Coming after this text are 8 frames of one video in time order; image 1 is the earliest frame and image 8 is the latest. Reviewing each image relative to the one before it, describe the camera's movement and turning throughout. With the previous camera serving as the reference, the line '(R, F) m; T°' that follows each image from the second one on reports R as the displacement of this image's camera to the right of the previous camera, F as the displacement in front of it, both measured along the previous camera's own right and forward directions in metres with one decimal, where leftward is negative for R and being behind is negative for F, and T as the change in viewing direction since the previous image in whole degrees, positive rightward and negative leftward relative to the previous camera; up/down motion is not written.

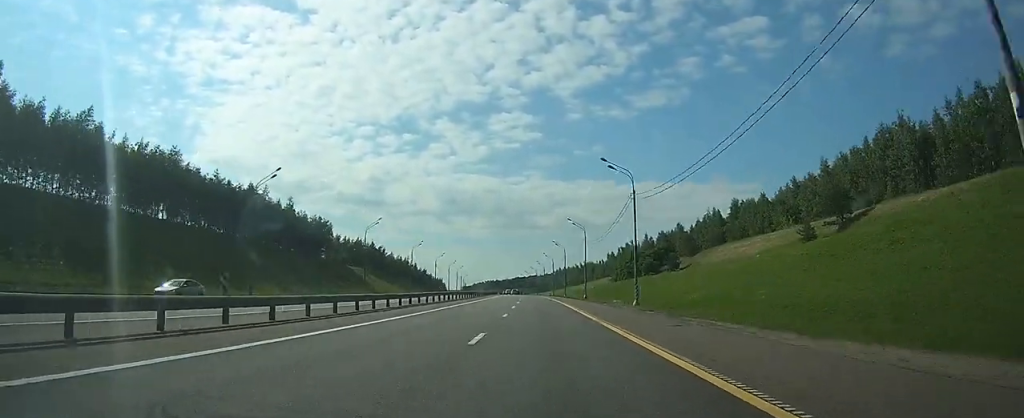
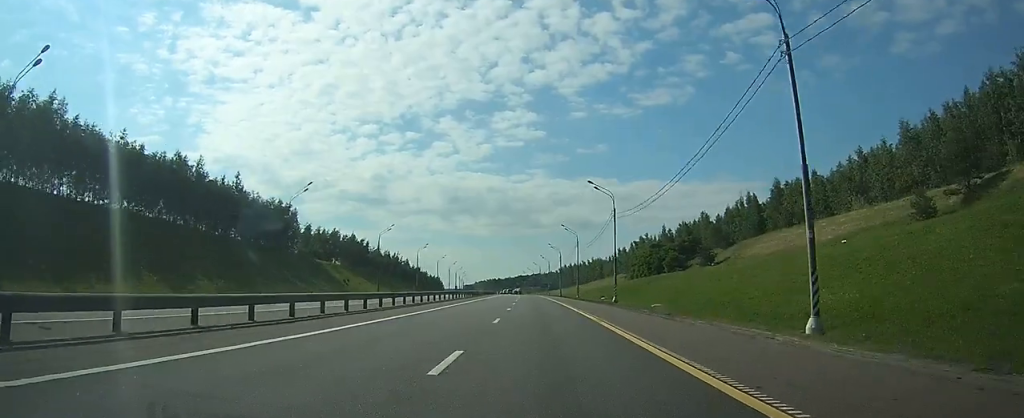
(-0.1, +28.5) m; -1°
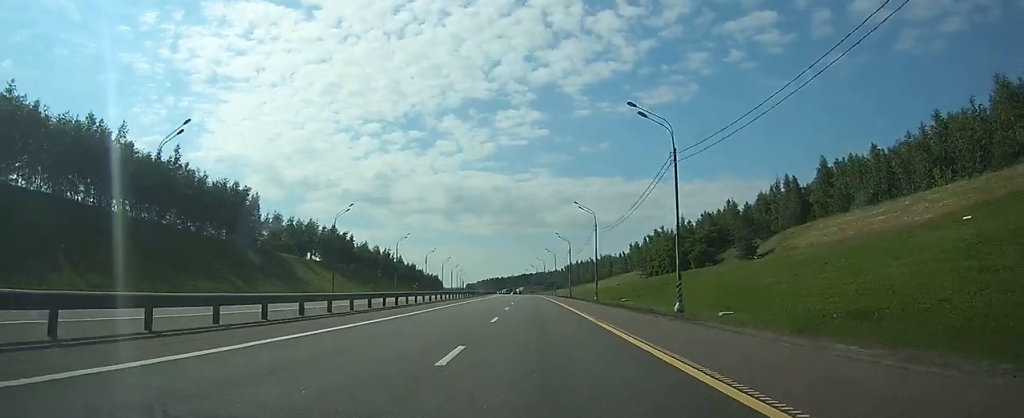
(-0.1, +23.0) m; -1°
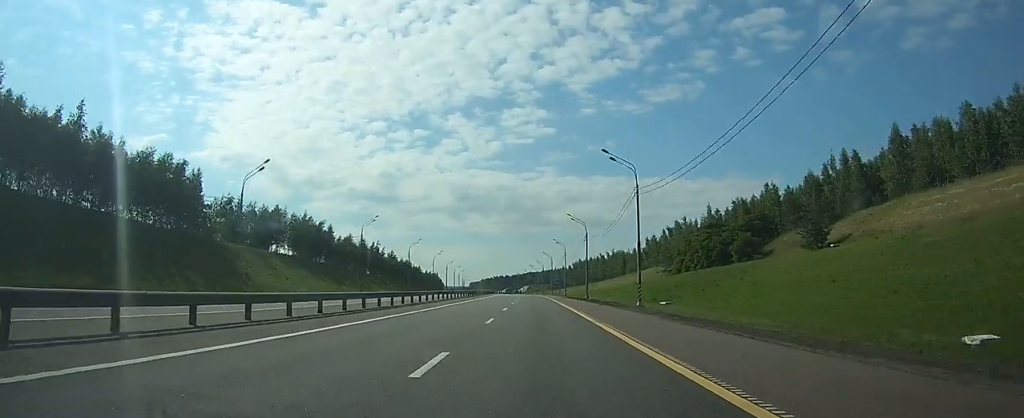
(-0.1, +25.1) m; -1°
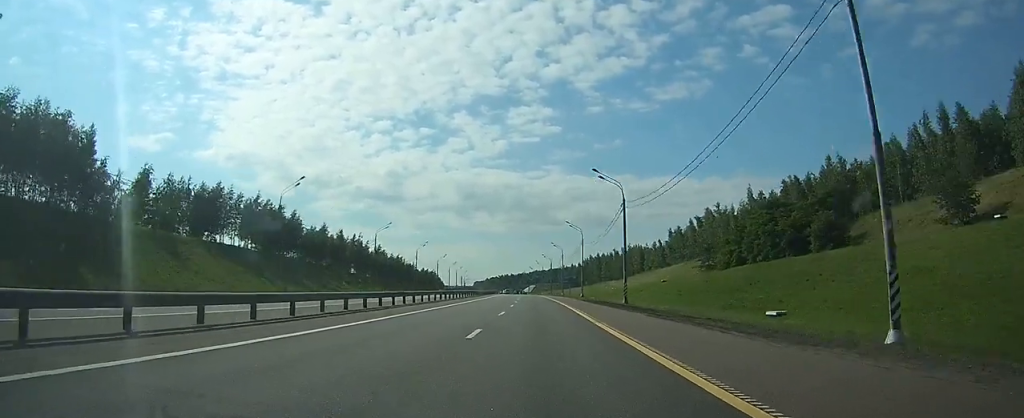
(-0.1, +29.6) m; 0°
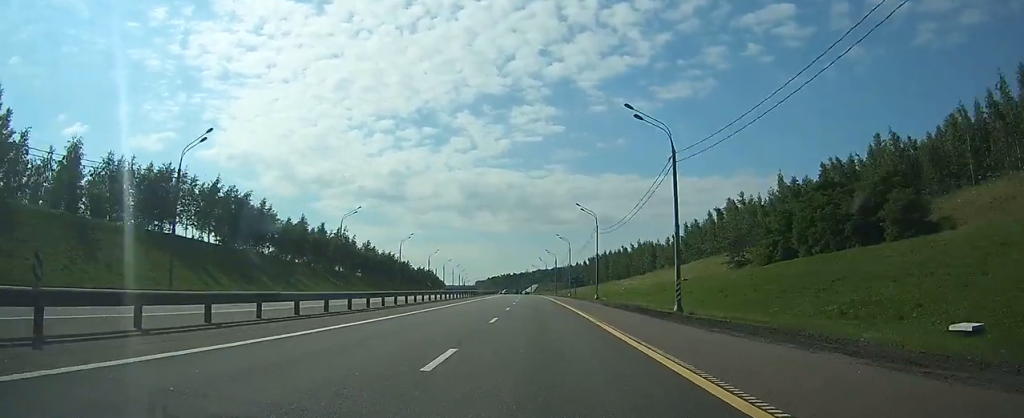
(-0.1, +17.6) m; 0°
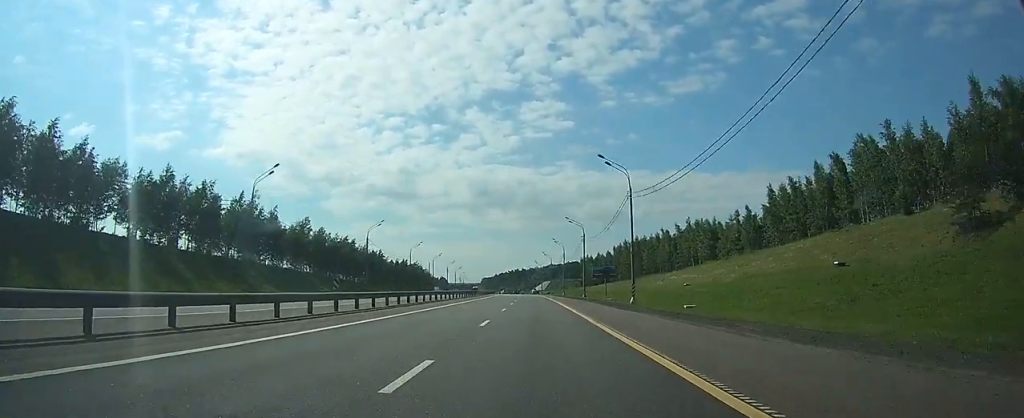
(-0.5, +61.5) m; -1°
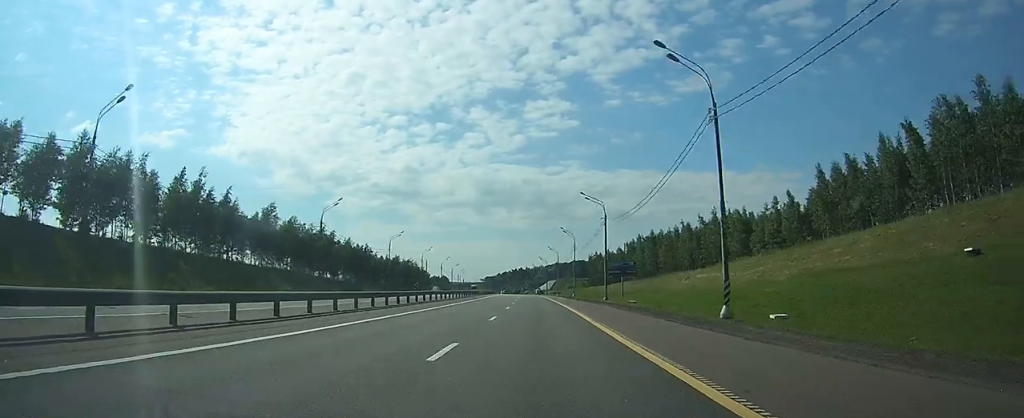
(-0.1, +20.9) m; -1°
